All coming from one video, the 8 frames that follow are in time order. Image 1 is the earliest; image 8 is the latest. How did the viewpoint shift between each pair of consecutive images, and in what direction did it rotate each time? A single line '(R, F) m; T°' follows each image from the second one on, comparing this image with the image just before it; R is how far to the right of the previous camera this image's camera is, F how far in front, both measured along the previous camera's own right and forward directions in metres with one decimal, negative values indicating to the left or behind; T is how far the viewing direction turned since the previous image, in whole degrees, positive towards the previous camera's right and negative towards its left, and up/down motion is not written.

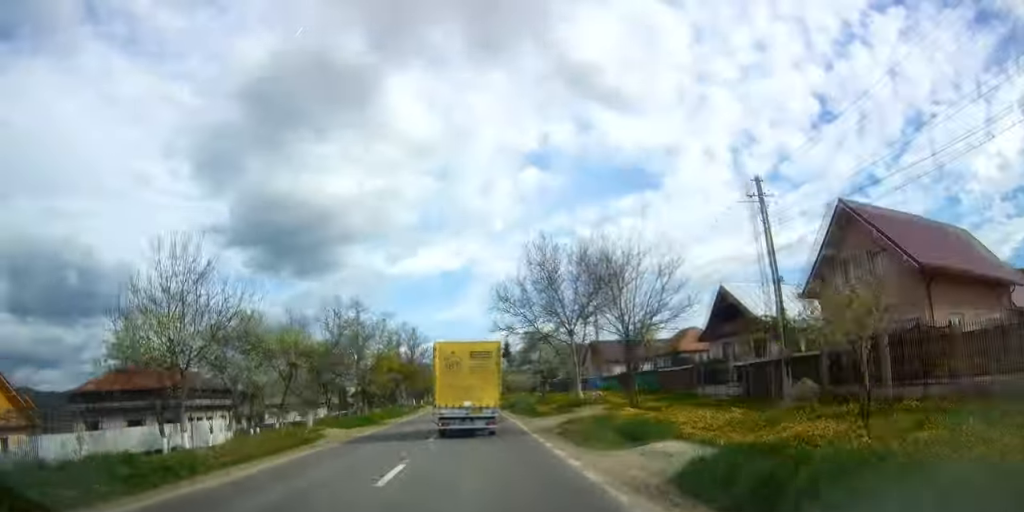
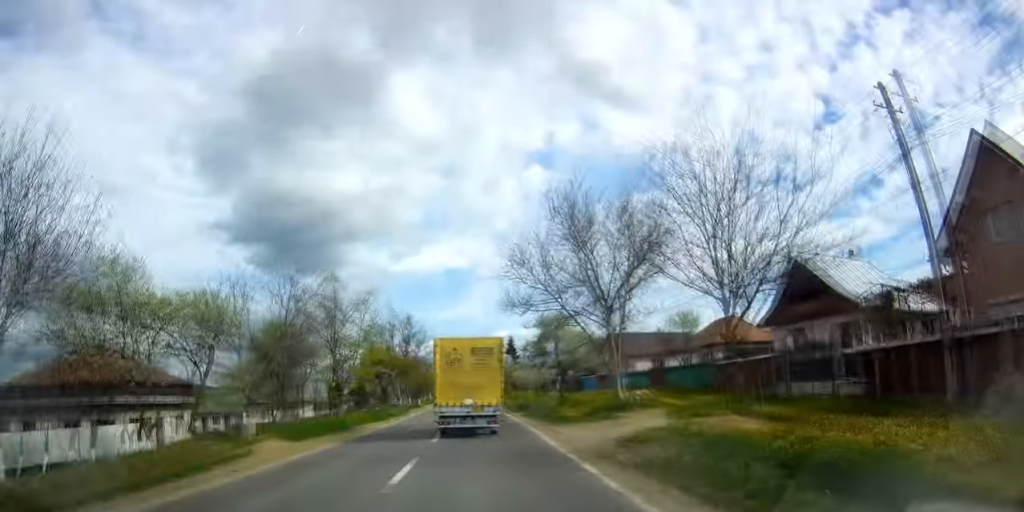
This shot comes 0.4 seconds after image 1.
(0.0, +8.2) m; 0°
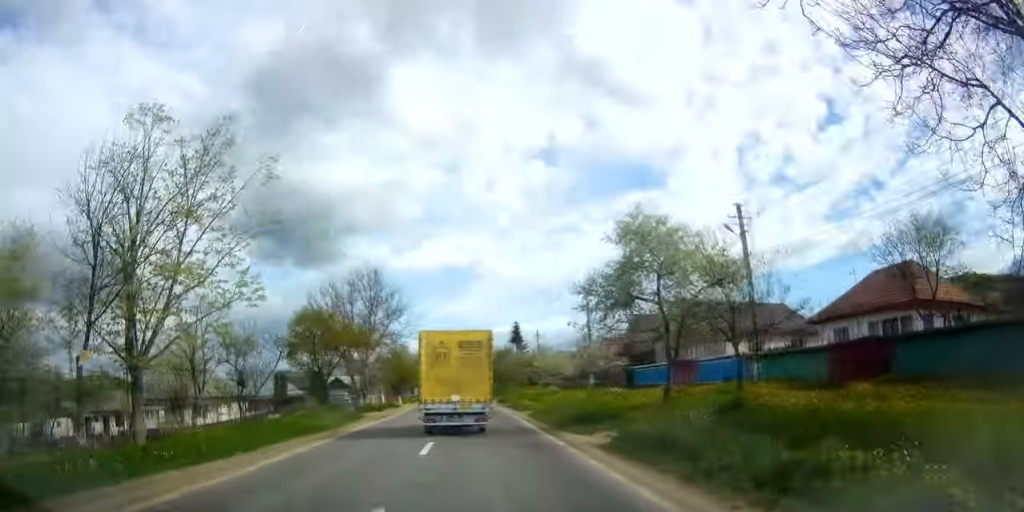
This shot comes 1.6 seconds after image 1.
(-0.2, +23.6) m; -2°
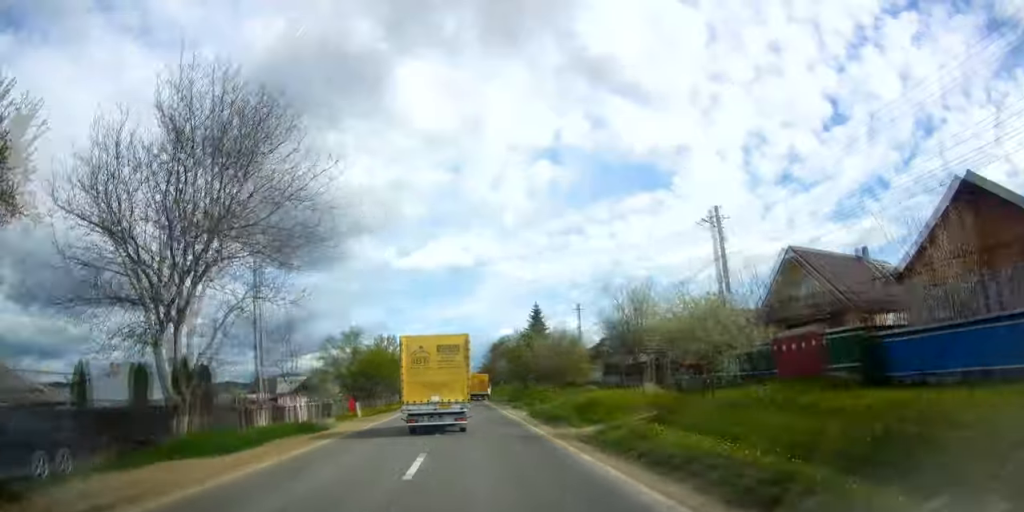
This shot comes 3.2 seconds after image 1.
(-0.3, +31.6) m; 0°
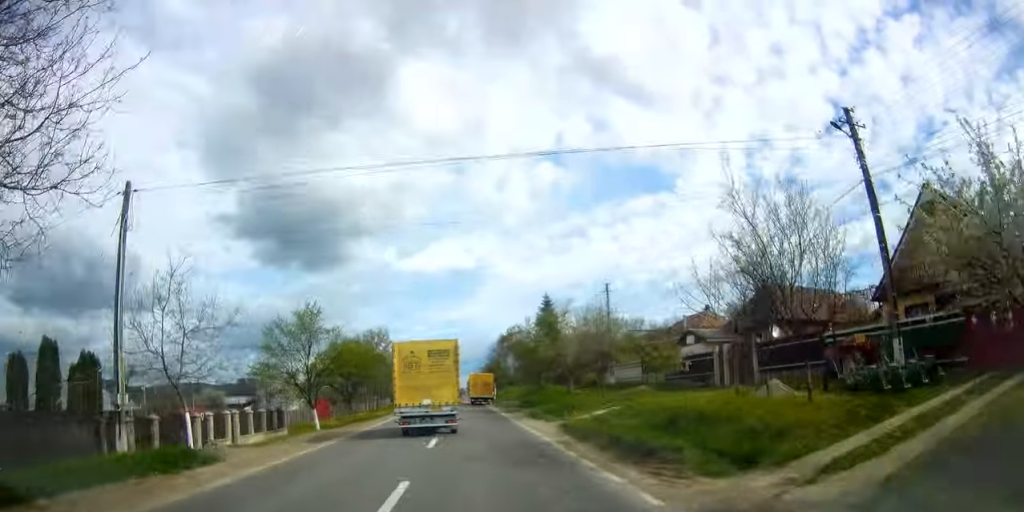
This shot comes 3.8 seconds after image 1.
(0.0, +12.6) m; 0°
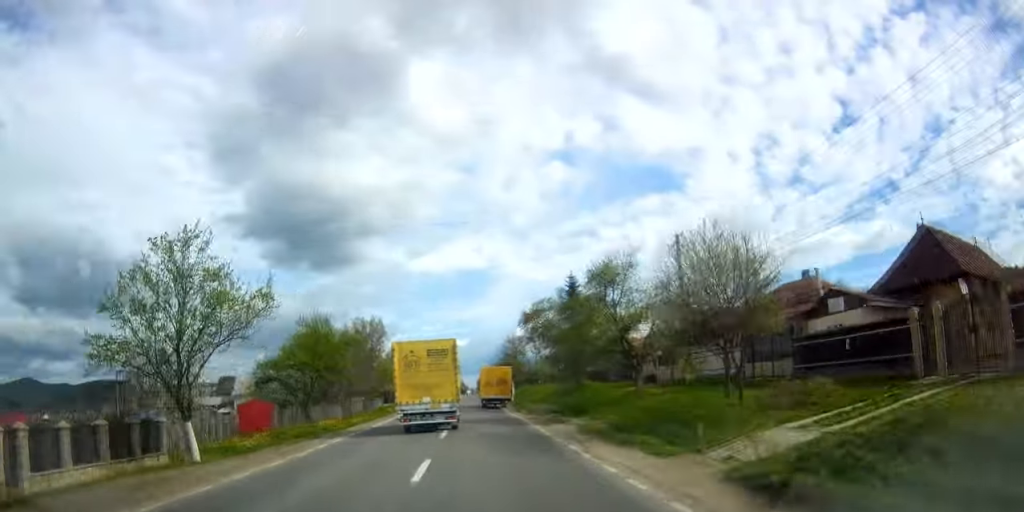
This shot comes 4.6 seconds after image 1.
(0.0, +15.5) m; -1°
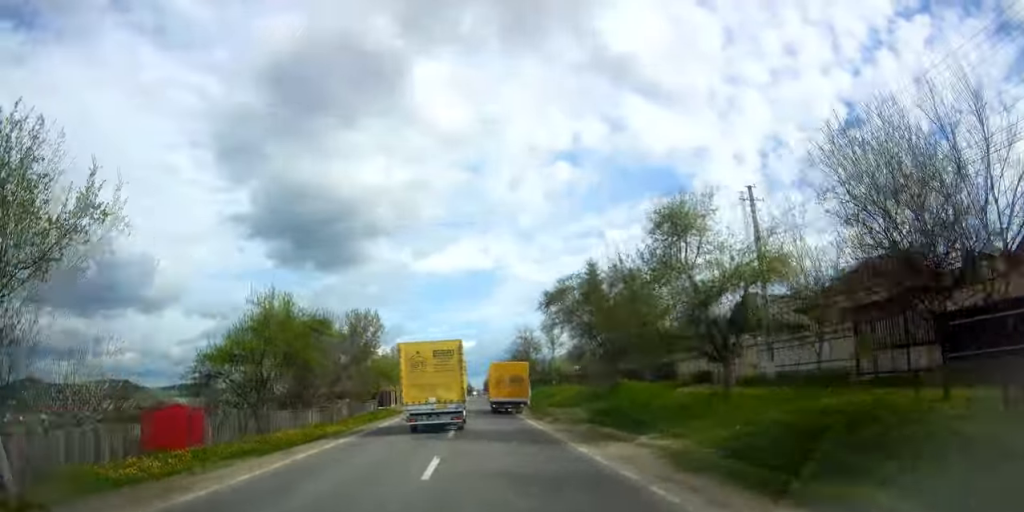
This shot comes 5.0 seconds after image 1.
(-0.1, +8.5) m; -1°
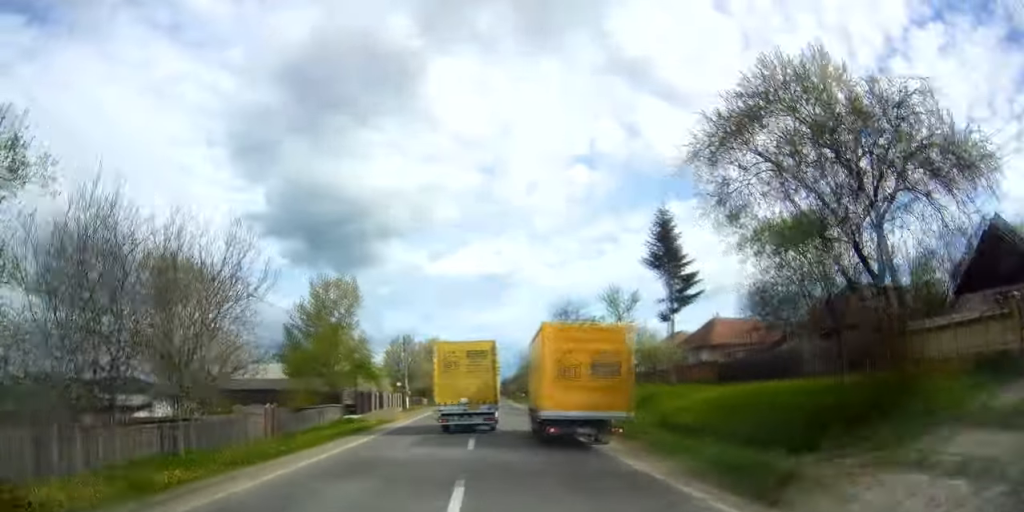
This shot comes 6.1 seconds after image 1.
(-0.1, +20.9) m; -1°
